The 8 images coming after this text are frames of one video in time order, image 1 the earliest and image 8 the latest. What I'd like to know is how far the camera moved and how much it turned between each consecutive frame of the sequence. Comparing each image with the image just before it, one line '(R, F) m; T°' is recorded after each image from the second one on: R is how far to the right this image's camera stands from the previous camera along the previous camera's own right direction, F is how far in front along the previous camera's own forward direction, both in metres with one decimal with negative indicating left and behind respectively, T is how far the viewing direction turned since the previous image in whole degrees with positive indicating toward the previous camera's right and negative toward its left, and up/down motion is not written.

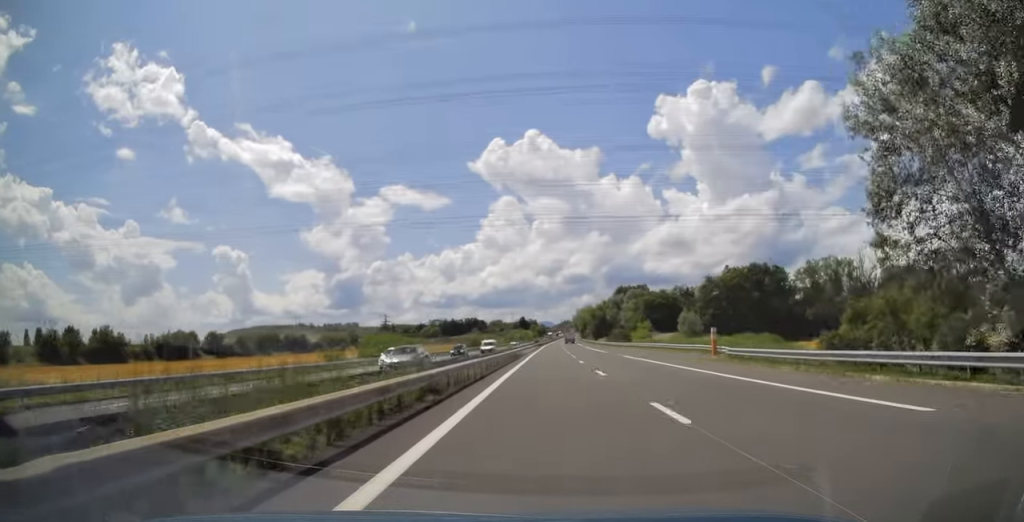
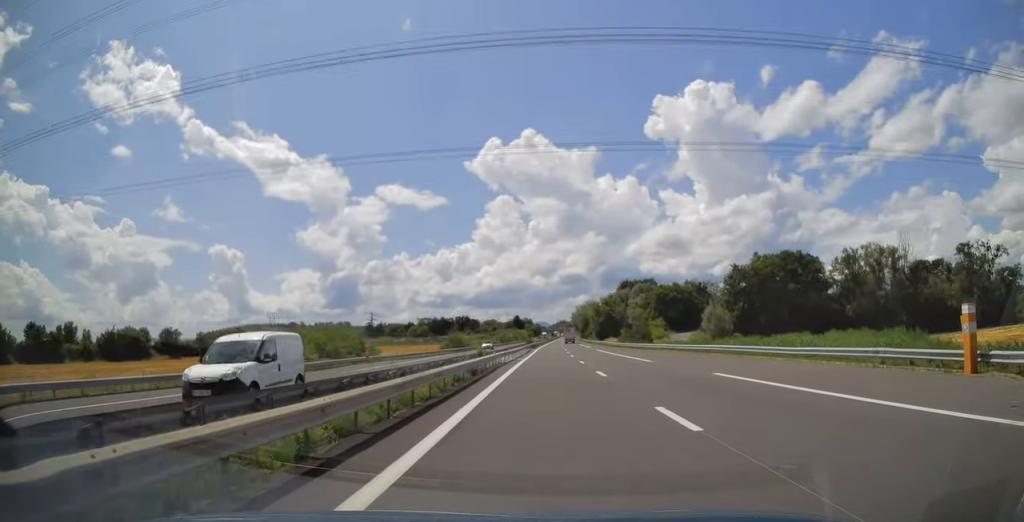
(+0.1, +26.7) m; 0°
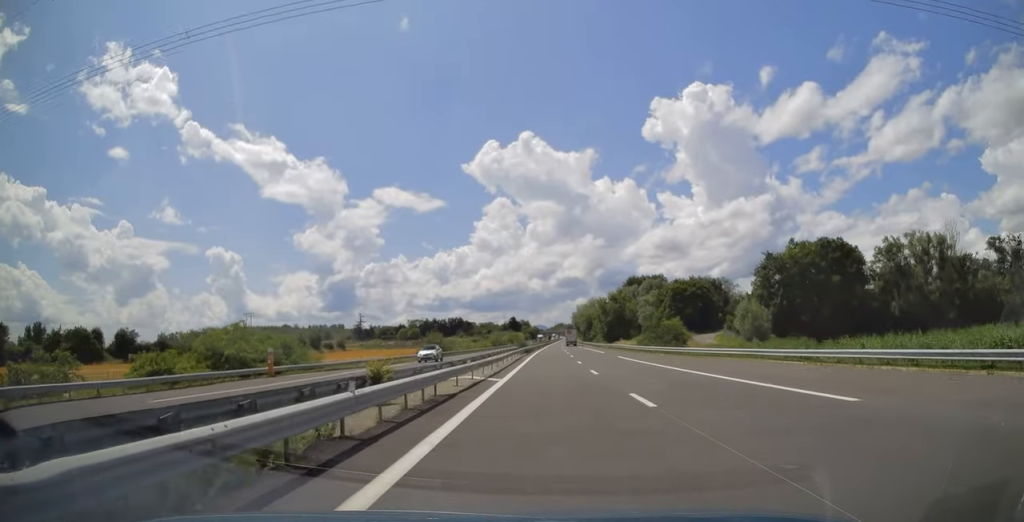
(-0.2, +22.4) m; 0°
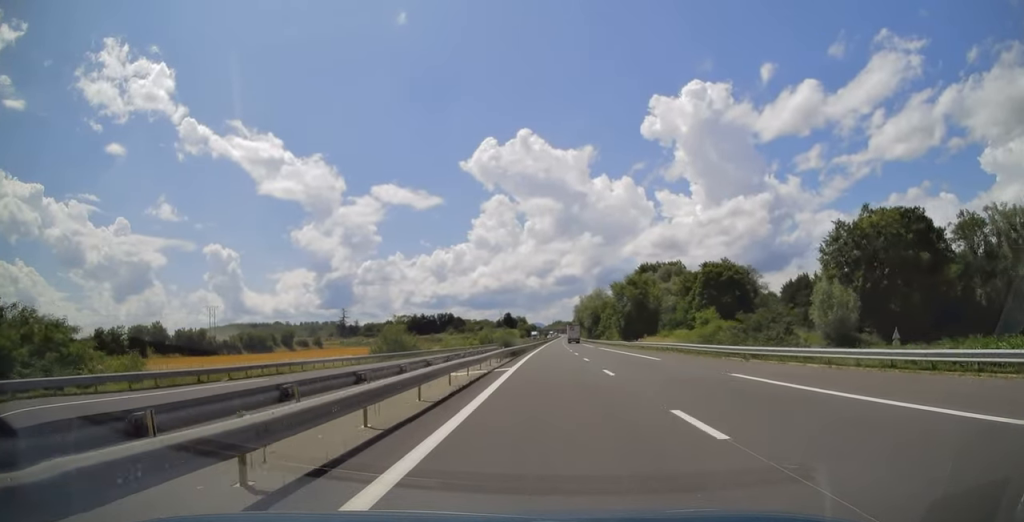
(+0.4, +30.5) m; +1°
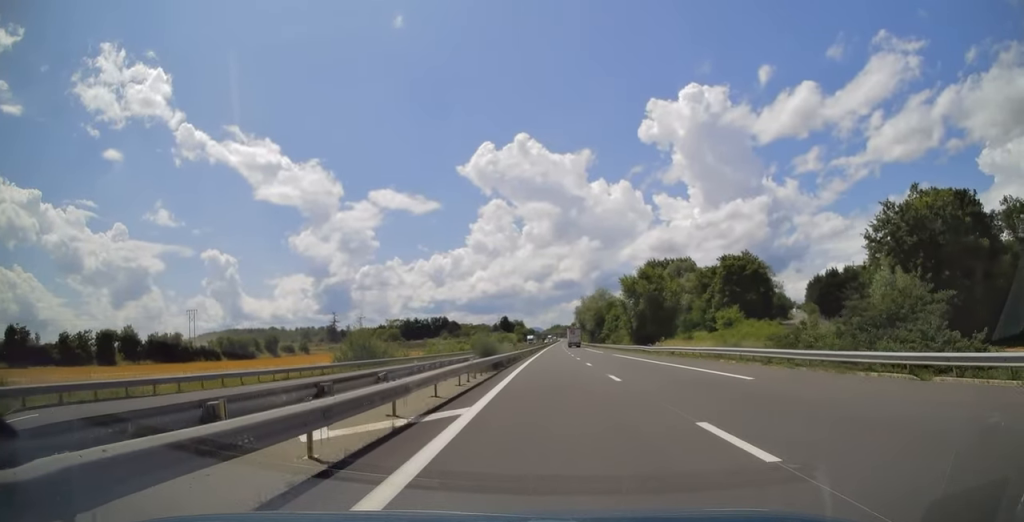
(0.0, +14.5) m; 0°
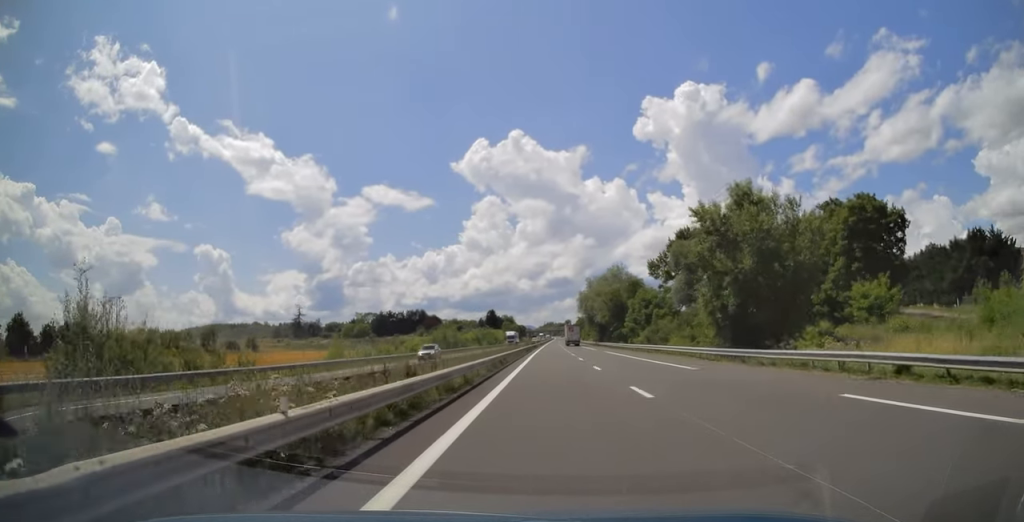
(+0.5, +44.6) m; +1°
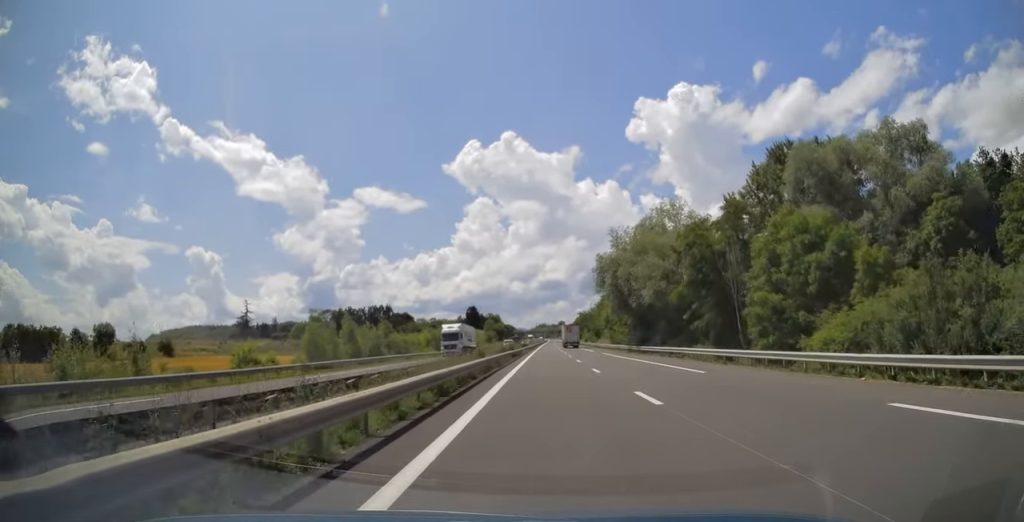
(+0.2, +53.3) m; 0°
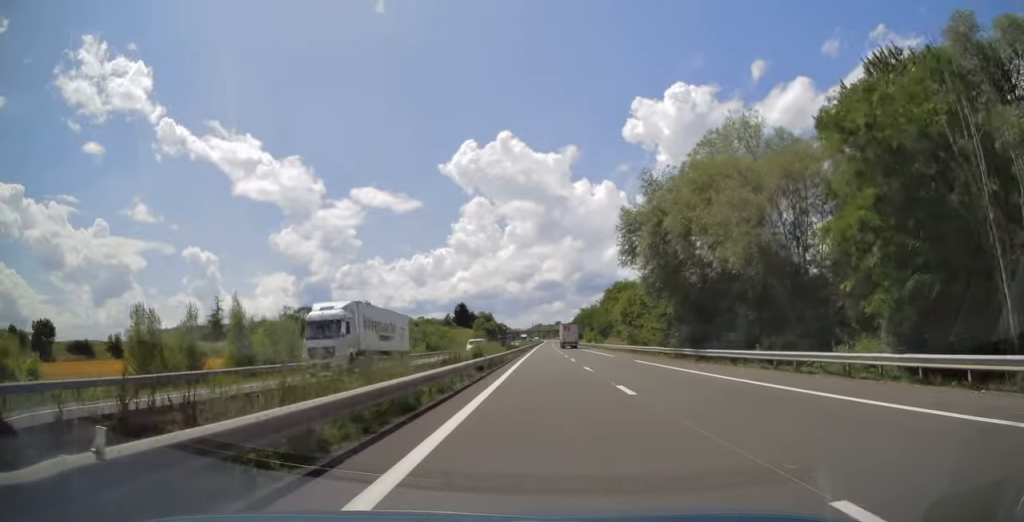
(0.0, +23.6) m; 0°
